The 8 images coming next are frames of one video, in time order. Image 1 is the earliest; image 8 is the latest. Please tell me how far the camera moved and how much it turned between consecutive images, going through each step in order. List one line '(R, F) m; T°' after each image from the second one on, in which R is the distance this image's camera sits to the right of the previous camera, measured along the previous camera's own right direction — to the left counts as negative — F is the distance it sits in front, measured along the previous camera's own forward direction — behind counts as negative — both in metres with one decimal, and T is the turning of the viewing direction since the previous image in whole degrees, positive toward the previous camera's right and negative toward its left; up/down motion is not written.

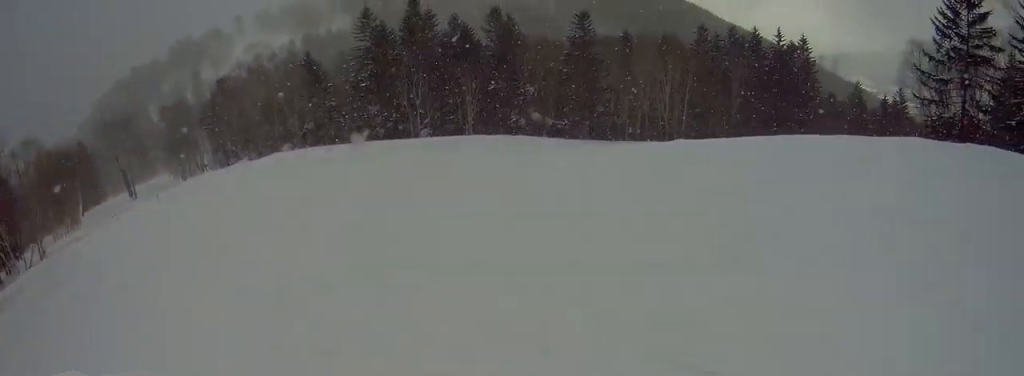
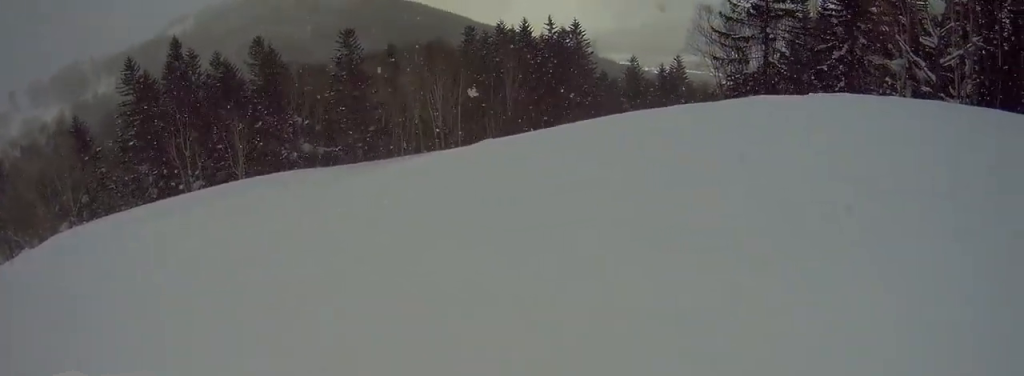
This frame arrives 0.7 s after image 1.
(+0.8, +2.8) m; +13°
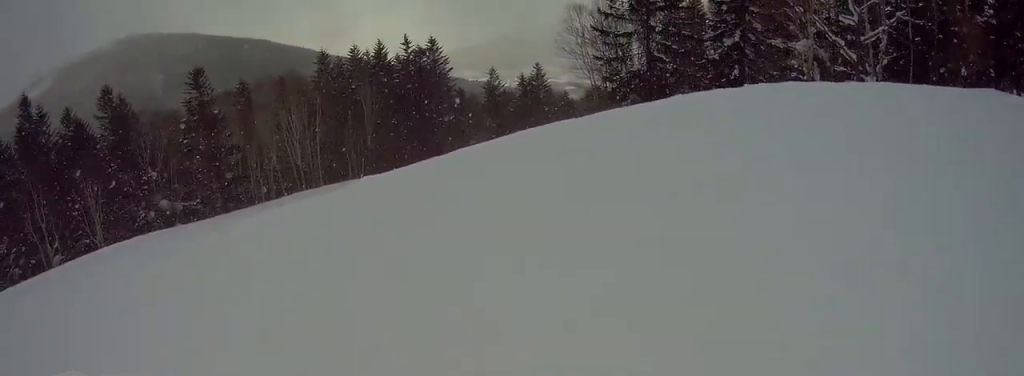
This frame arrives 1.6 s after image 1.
(0.0, +4.4) m; -11°
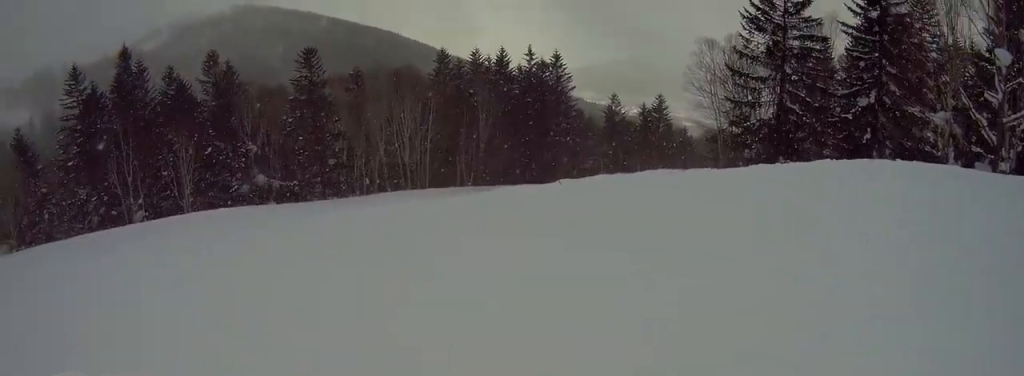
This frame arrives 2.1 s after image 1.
(-0.4, +2.3) m; -23°
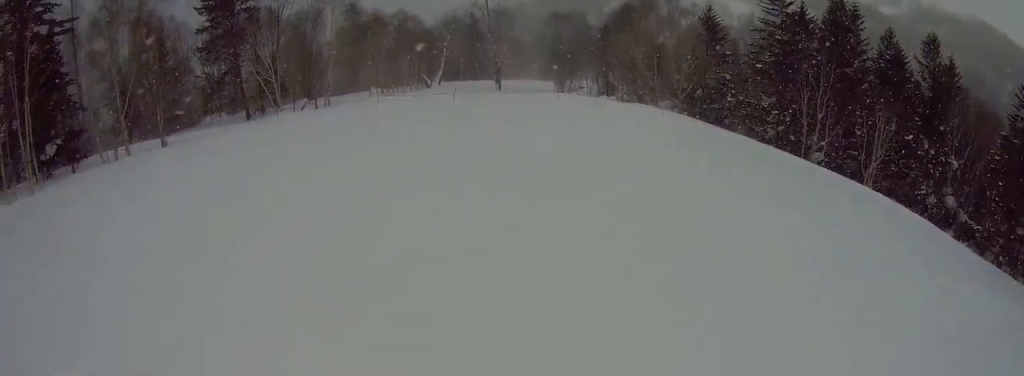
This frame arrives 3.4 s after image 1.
(-2.5, +4.4) m; -44°
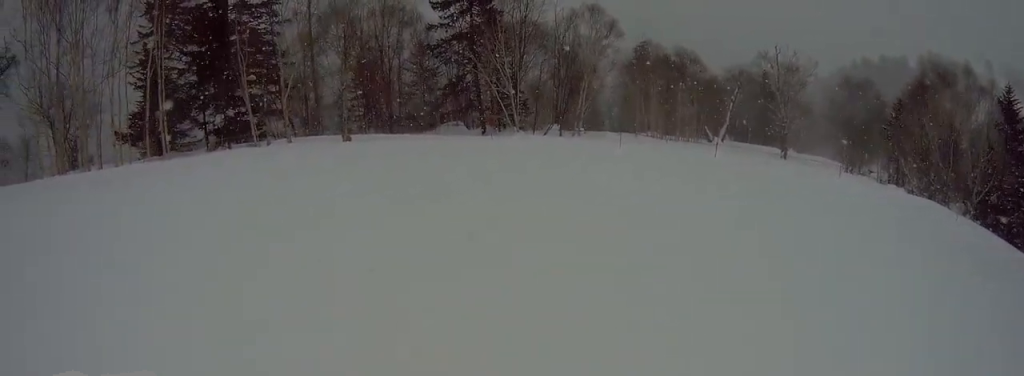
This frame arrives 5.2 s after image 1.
(-2.6, +8.7) m; -29°
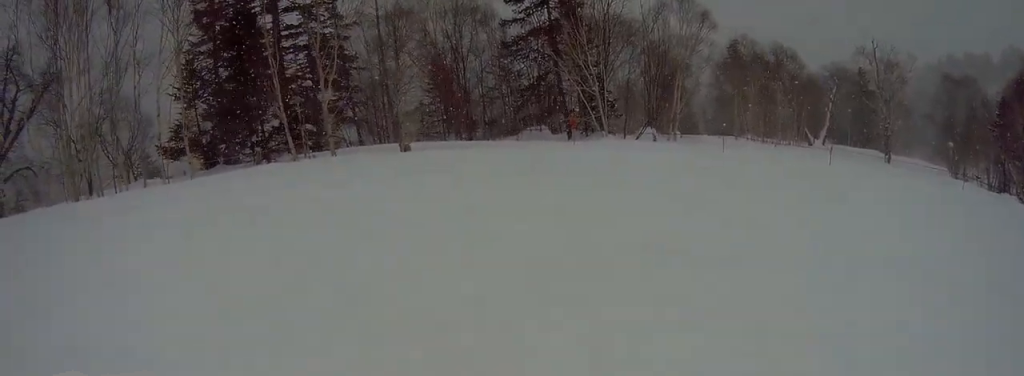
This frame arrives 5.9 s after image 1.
(-0.4, +4.1) m; +2°
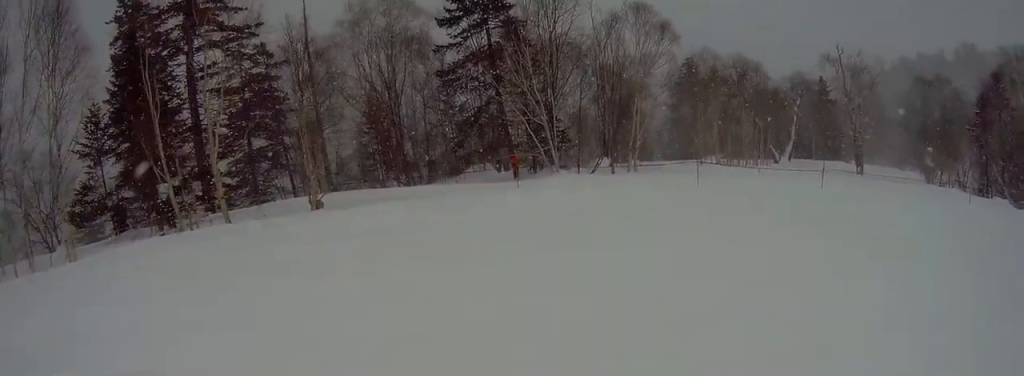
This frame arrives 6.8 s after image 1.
(+0.5, +4.6) m; +19°
